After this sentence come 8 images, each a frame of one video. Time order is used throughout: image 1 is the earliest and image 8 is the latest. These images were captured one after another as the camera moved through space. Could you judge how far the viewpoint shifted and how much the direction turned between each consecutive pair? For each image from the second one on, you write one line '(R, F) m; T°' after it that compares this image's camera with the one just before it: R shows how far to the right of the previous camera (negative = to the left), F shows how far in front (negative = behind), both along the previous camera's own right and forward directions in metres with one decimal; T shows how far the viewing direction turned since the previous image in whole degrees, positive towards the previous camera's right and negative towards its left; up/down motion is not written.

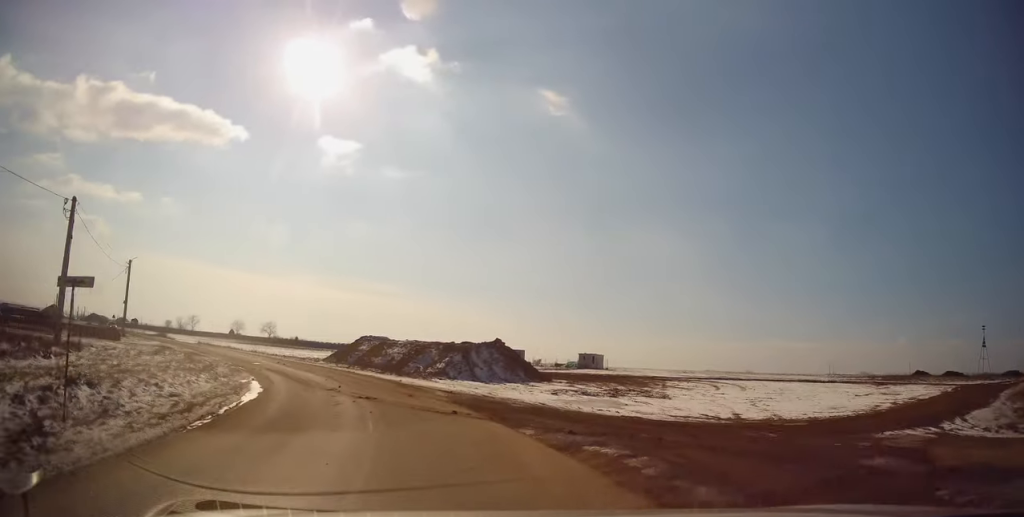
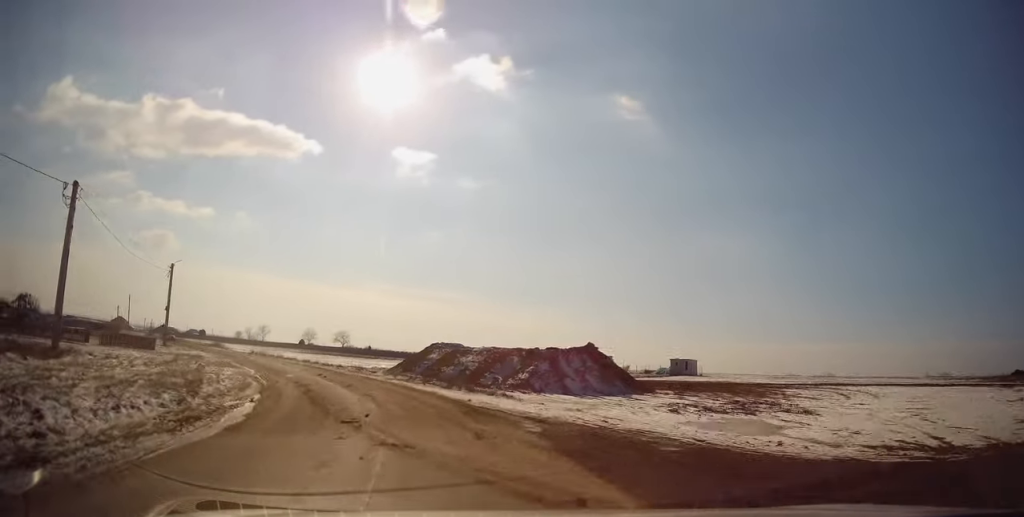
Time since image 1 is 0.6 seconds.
(-0.6, +7.0) m; -9°
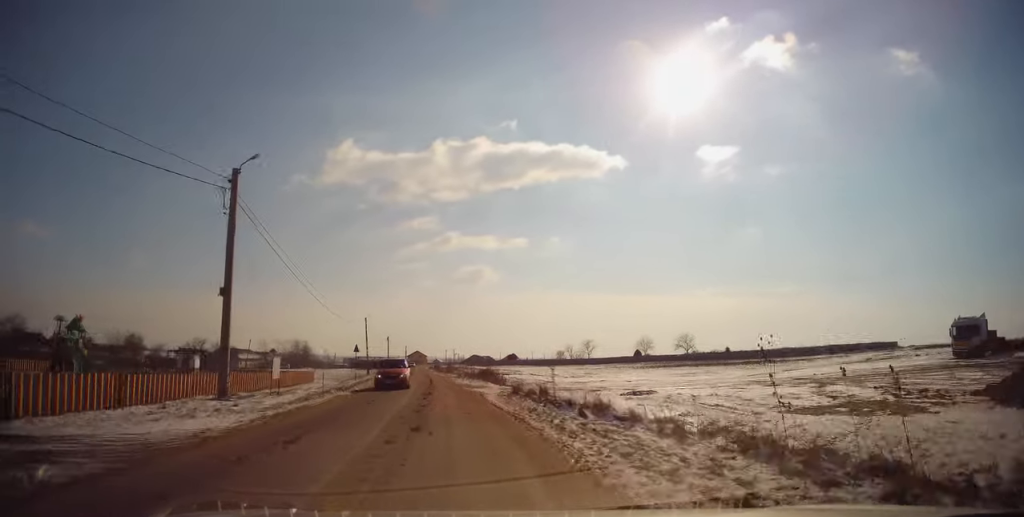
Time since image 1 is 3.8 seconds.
(-12.9, +37.2) m; -33°
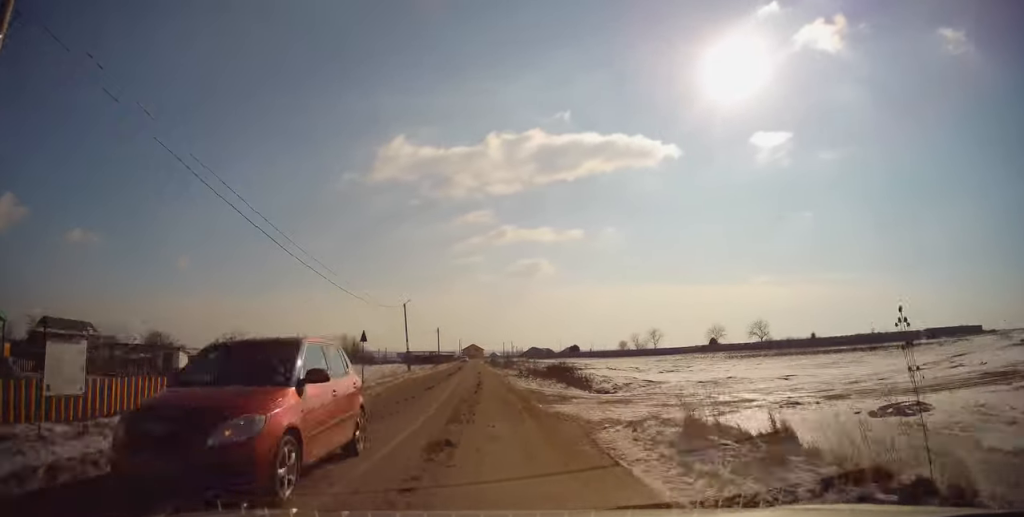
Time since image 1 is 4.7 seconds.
(-0.7, +13.2) m; -4°
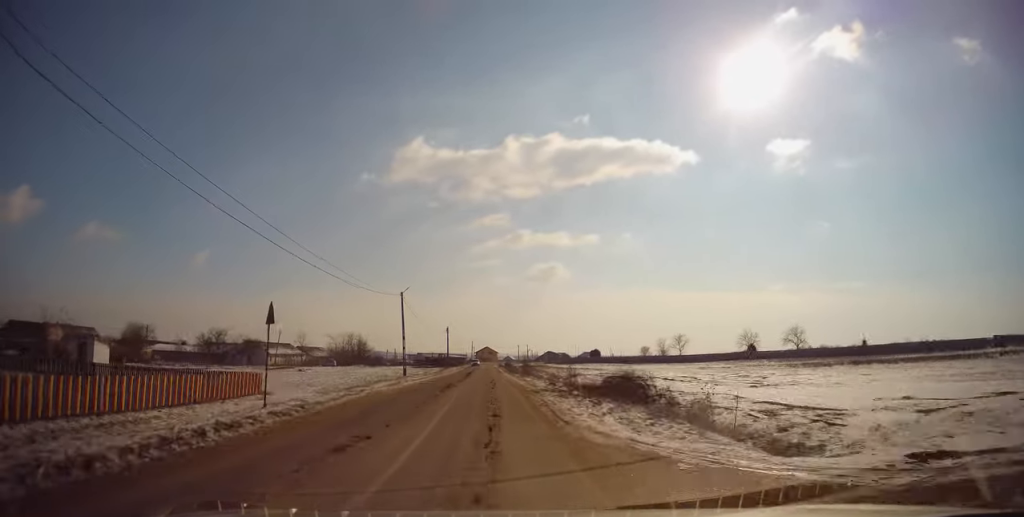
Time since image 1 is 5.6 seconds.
(-0.3, +12.5) m; -2°
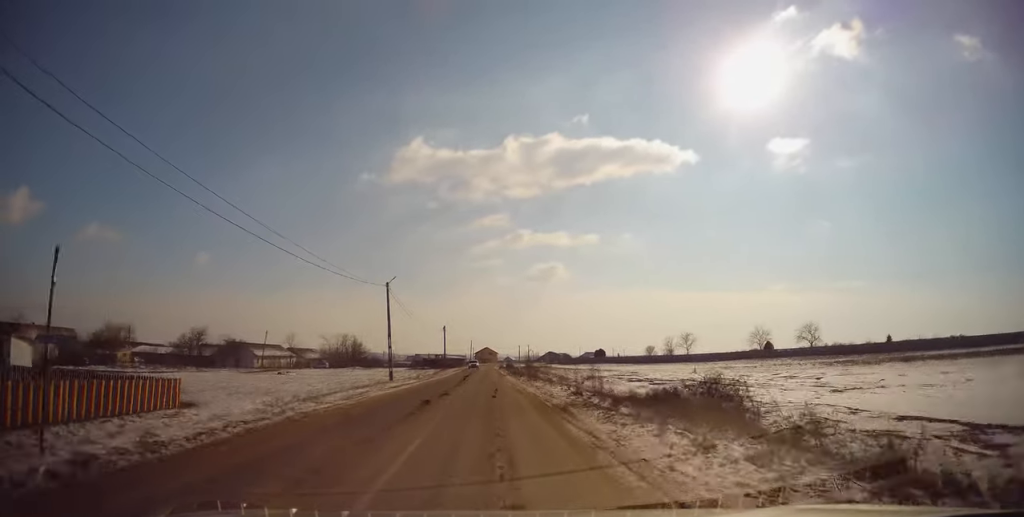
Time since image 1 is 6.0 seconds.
(-0.1, +7.3) m; -1°
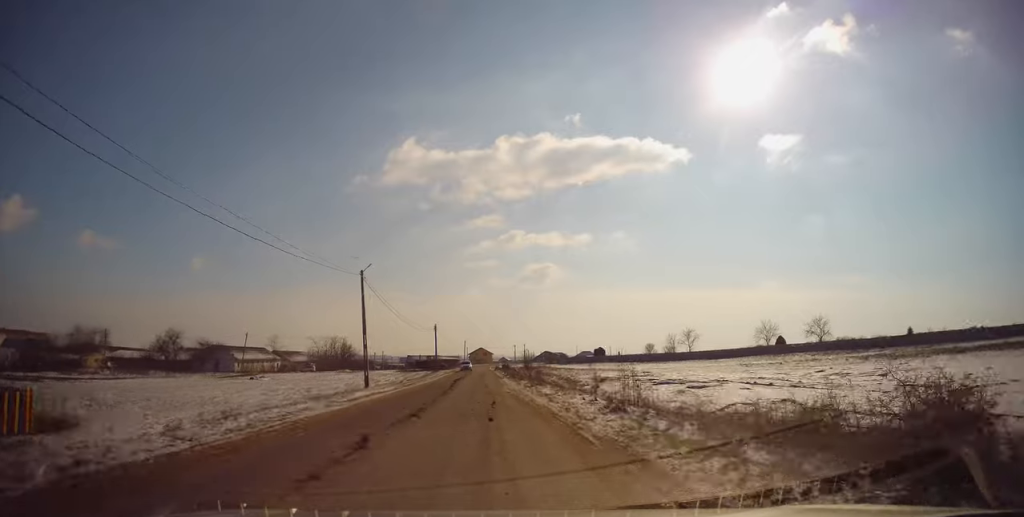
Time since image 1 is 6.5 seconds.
(0.0, +7.0) m; -1°
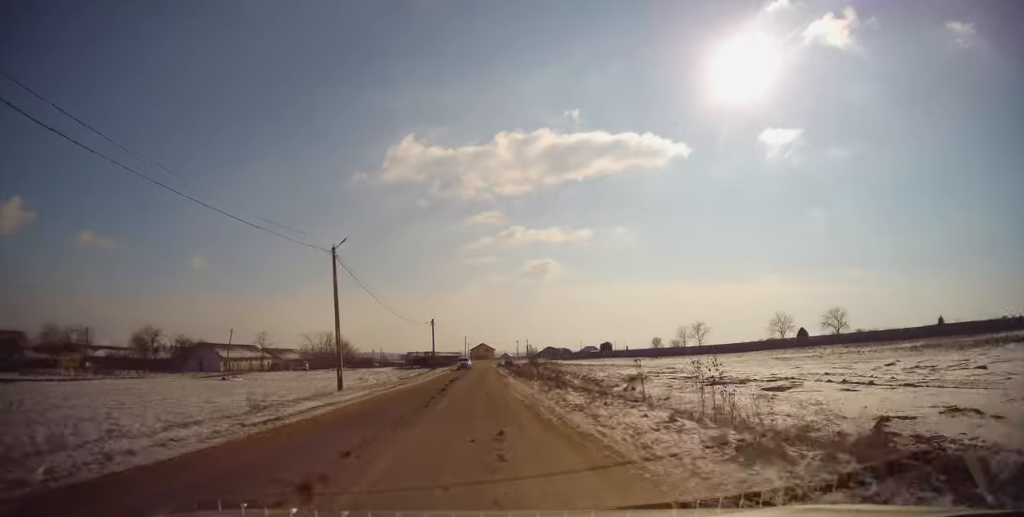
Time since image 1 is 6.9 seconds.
(-0.1, +7.2) m; 0°
